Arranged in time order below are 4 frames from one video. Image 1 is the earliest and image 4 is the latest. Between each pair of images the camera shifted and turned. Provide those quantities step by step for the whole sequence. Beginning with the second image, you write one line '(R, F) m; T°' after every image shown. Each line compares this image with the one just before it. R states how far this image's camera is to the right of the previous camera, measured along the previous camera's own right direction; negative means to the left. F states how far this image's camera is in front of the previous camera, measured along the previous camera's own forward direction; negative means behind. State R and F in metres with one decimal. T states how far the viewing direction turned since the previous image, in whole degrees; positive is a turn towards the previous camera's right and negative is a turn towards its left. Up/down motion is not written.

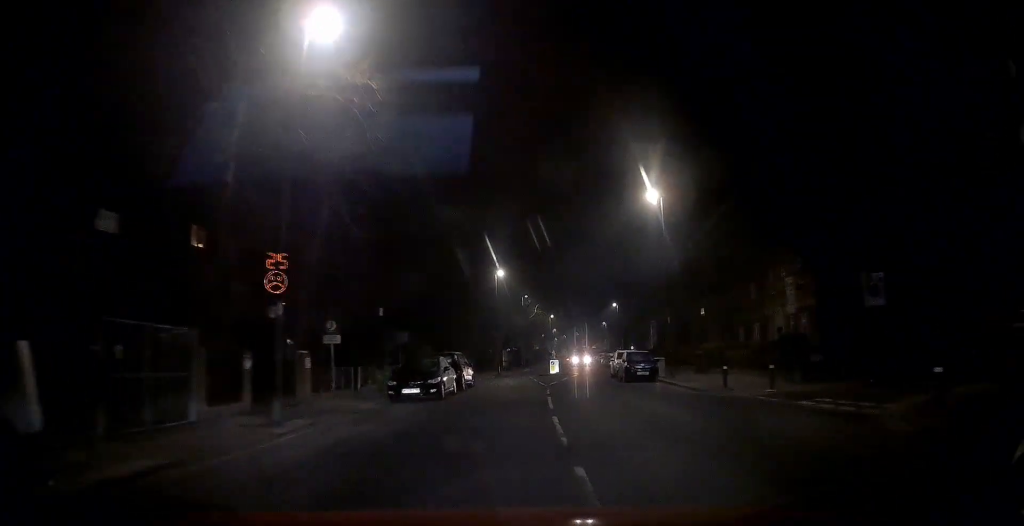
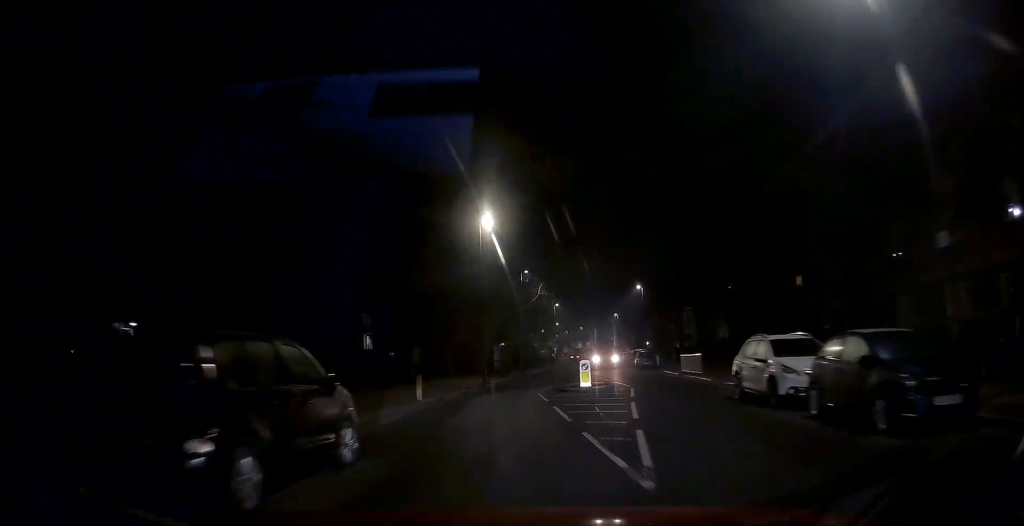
(+0.2, +21.3) m; +2°
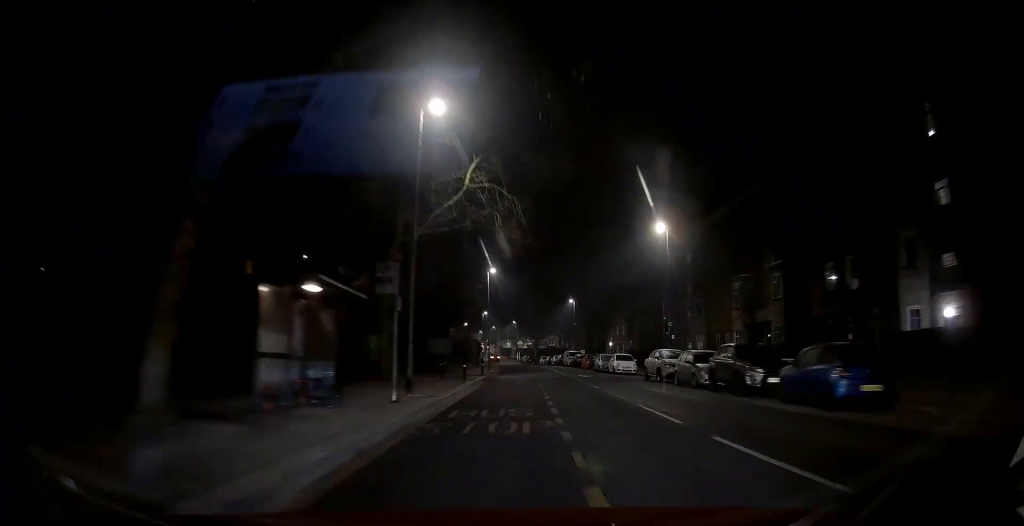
(+0.5, +37.8) m; +4°
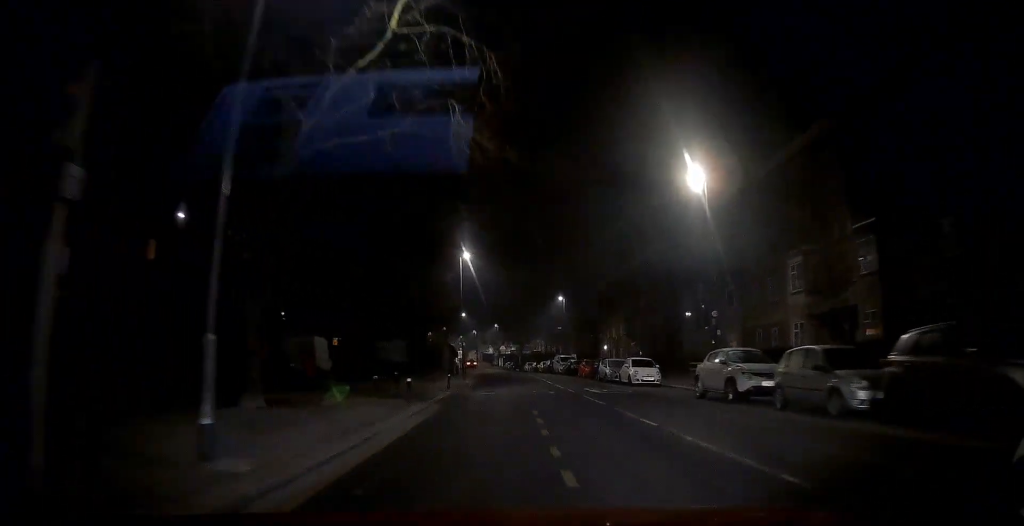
(+0.4, +11.9) m; +3°
